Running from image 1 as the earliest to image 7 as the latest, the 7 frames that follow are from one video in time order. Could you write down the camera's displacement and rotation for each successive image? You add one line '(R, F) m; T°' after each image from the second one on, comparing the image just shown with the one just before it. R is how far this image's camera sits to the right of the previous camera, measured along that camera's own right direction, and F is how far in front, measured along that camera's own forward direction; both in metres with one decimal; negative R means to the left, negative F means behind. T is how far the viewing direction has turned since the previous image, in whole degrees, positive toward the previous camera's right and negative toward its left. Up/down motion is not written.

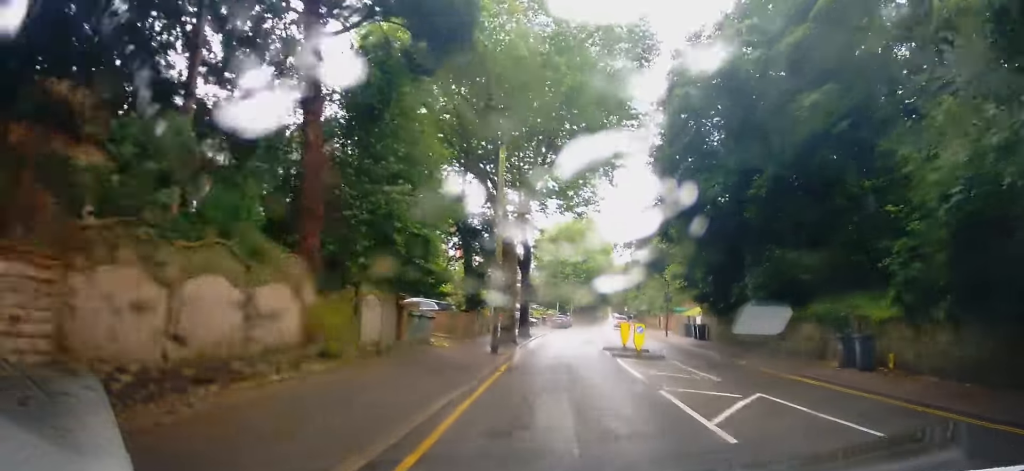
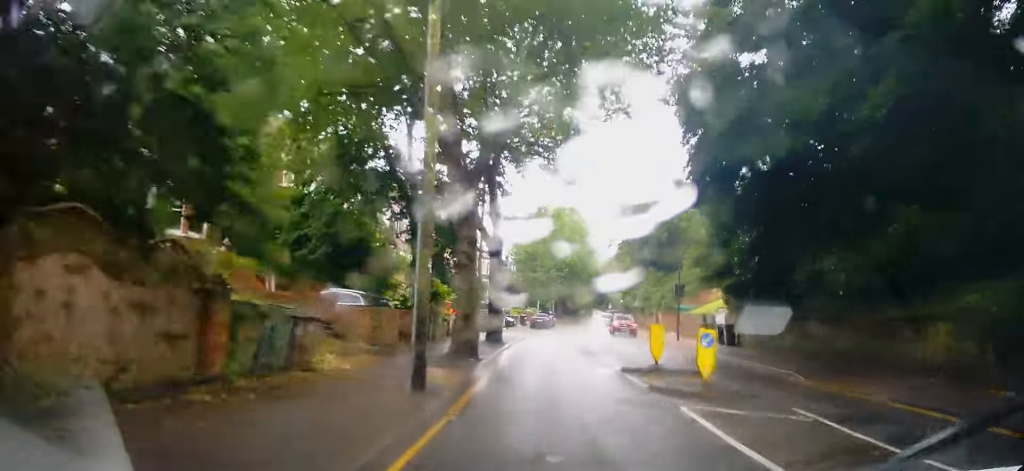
(+0.6, +9.3) m; +3°
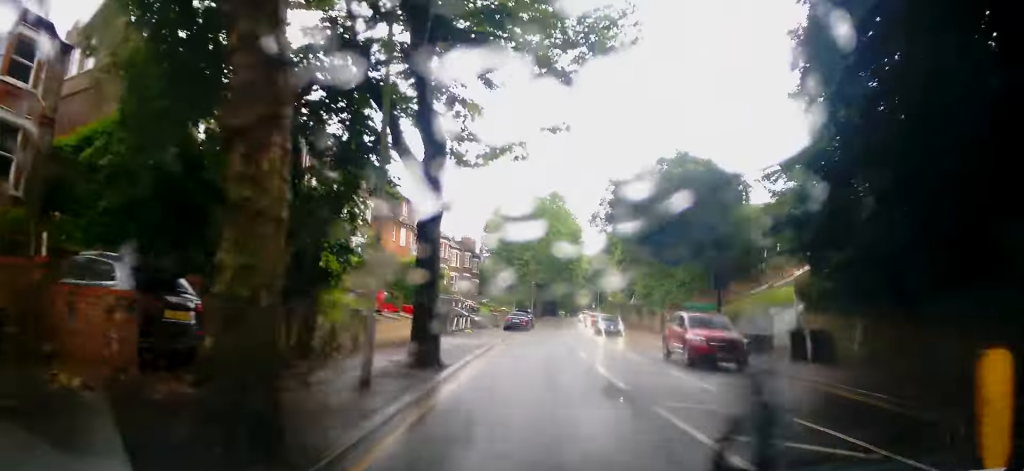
(-0.2, +11.3) m; +2°
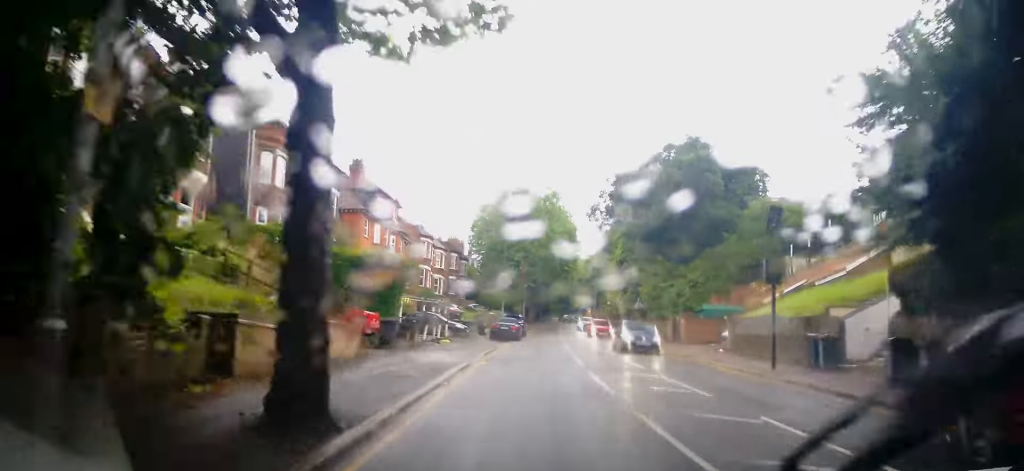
(+0.3, +6.4) m; +2°
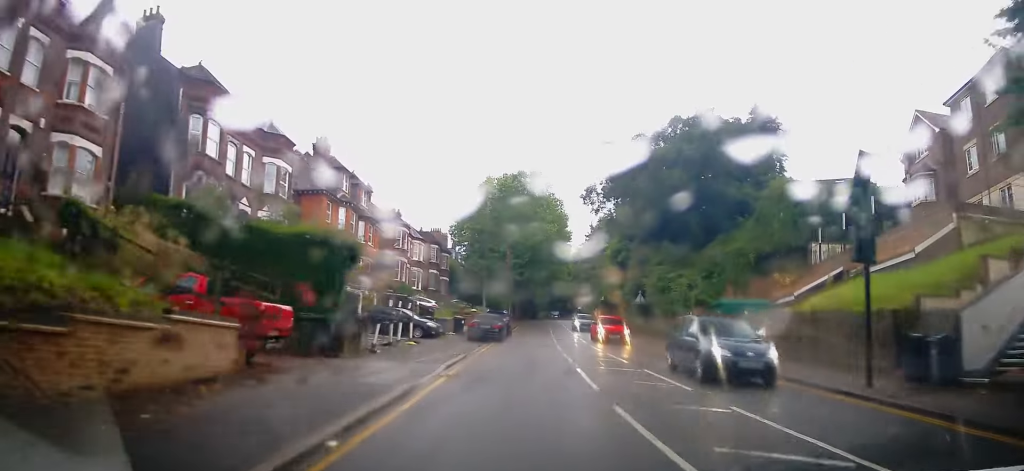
(+0.1, +6.0) m; +1°
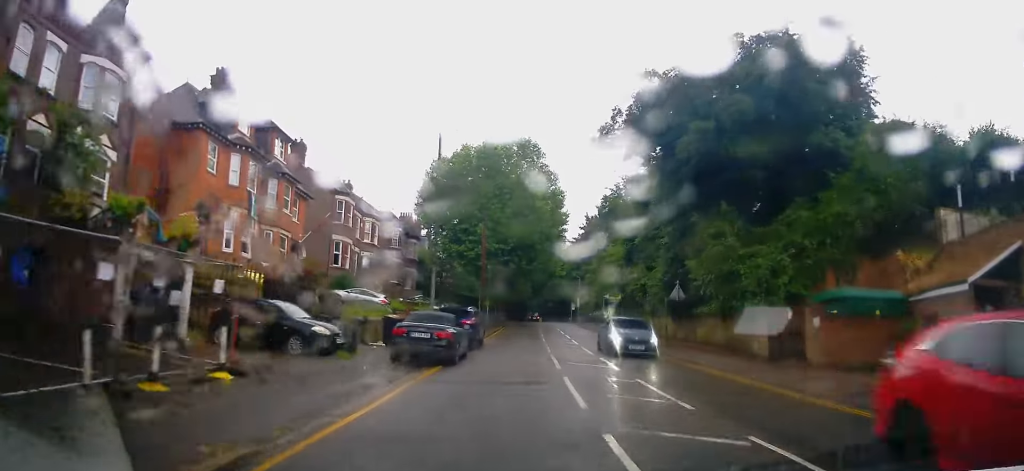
(+0.2, +14.3) m; +1°
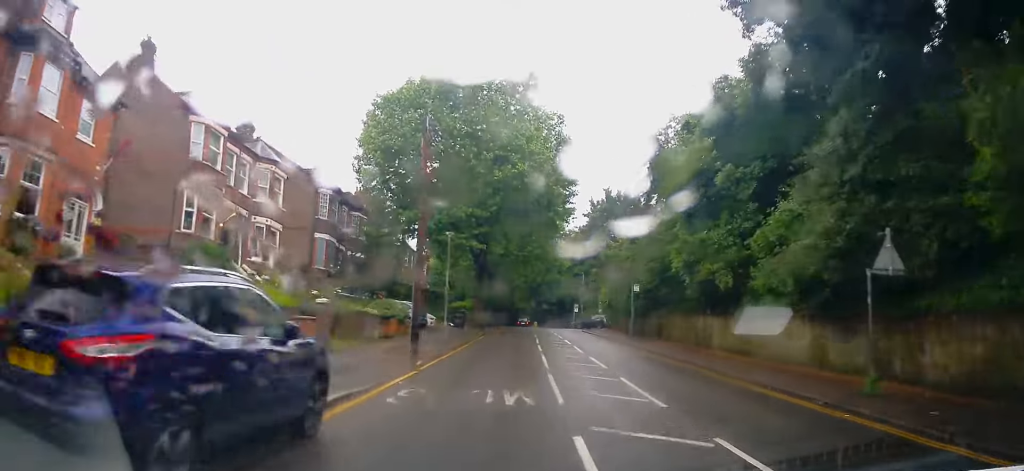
(-0.1, +18.9) m; +1°
